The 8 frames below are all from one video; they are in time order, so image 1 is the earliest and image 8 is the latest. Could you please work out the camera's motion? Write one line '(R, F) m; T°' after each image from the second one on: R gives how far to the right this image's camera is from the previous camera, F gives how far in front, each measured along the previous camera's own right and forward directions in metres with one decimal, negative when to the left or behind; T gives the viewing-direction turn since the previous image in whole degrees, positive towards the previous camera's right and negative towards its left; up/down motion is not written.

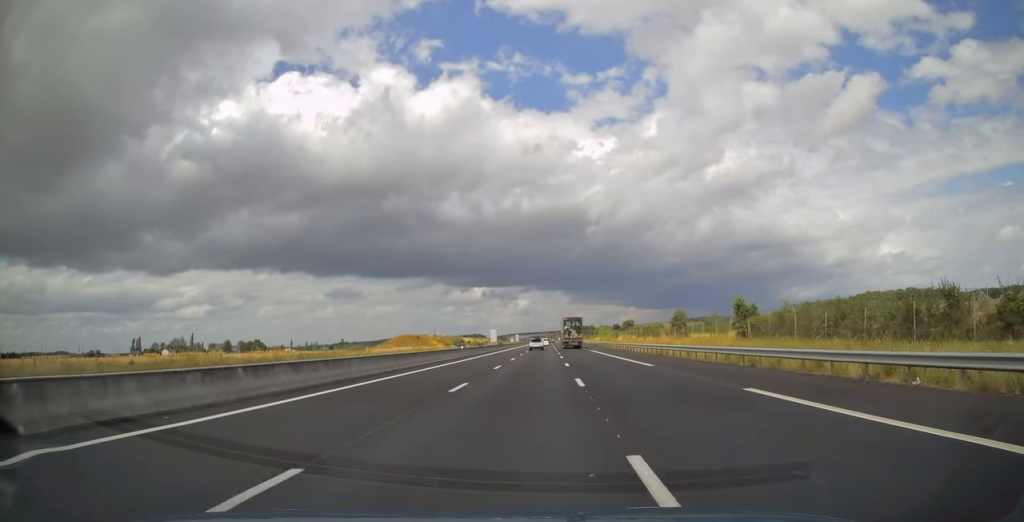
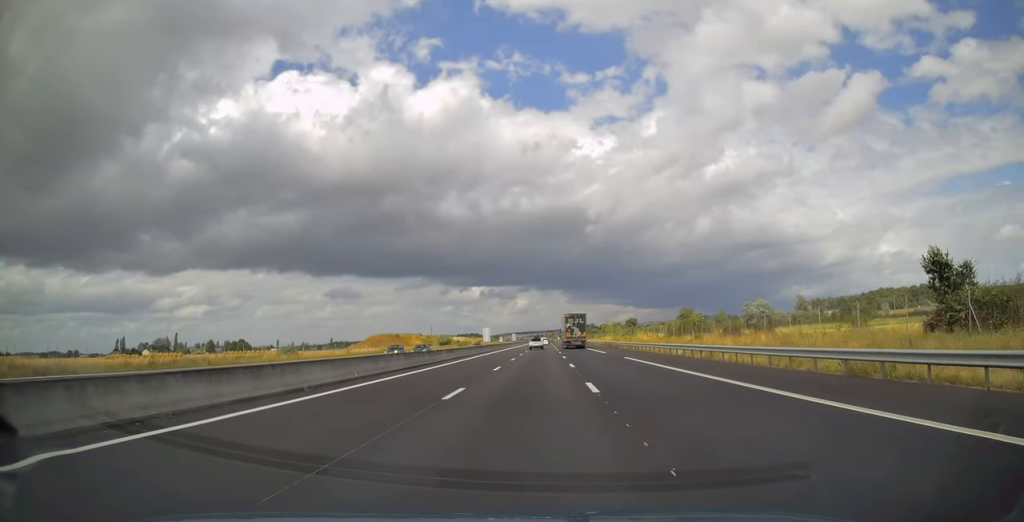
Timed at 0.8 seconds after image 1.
(+0.1, +28.2) m; 0°
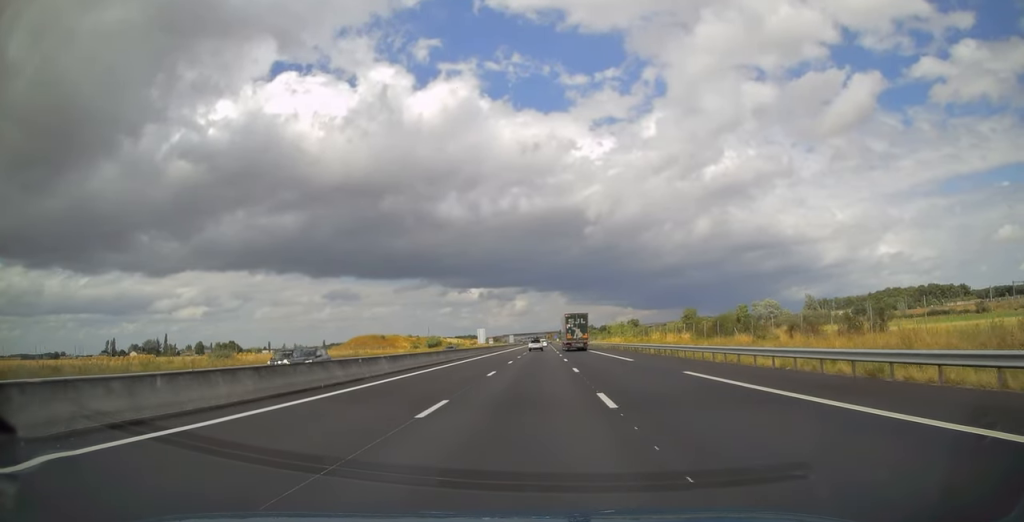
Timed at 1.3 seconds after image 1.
(0.0, +16.3) m; 0°
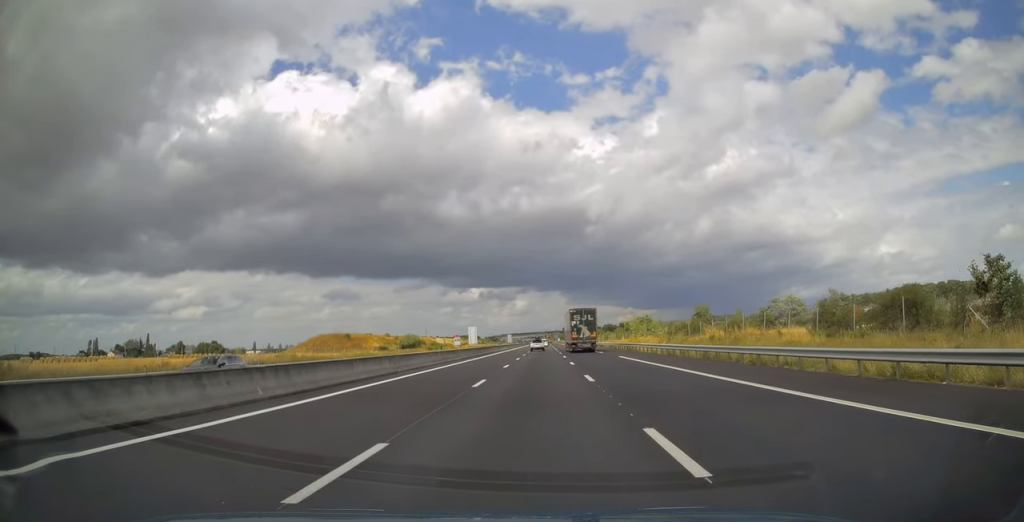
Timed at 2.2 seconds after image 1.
(0.0, +32.1) m; 0°
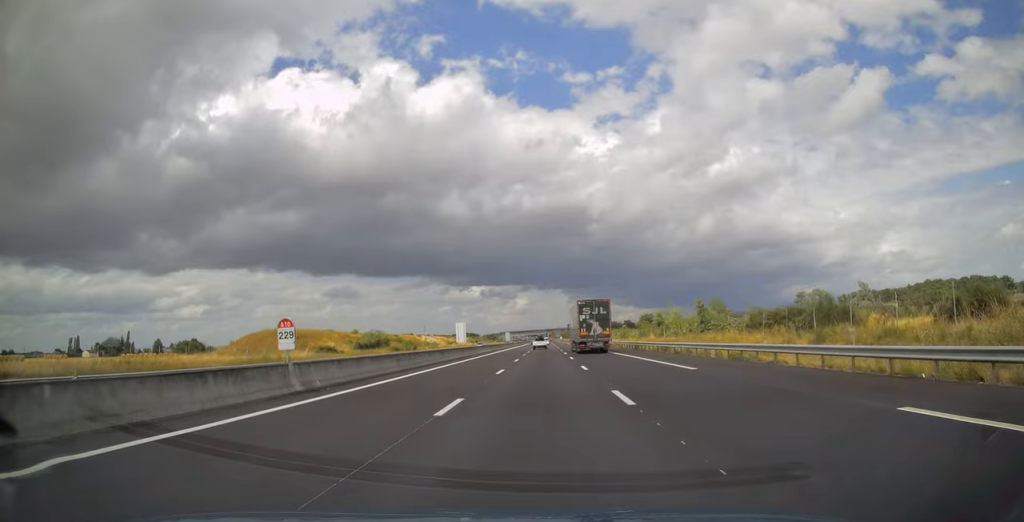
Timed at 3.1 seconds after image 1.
(0.0, +33.4) m; 0°
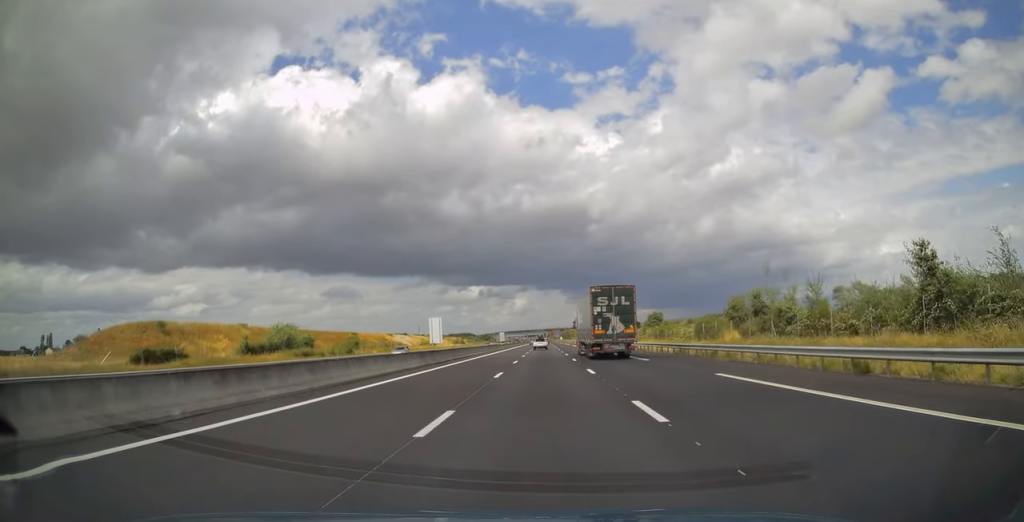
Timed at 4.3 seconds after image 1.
(+0.1, +41.6) m; 0°
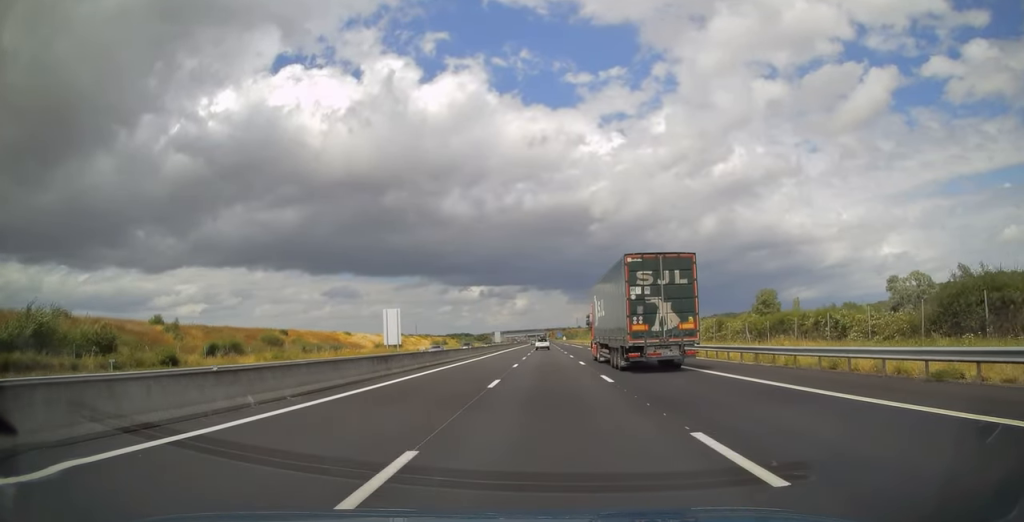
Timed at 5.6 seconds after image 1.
(0.0, +43.4) m; 0°
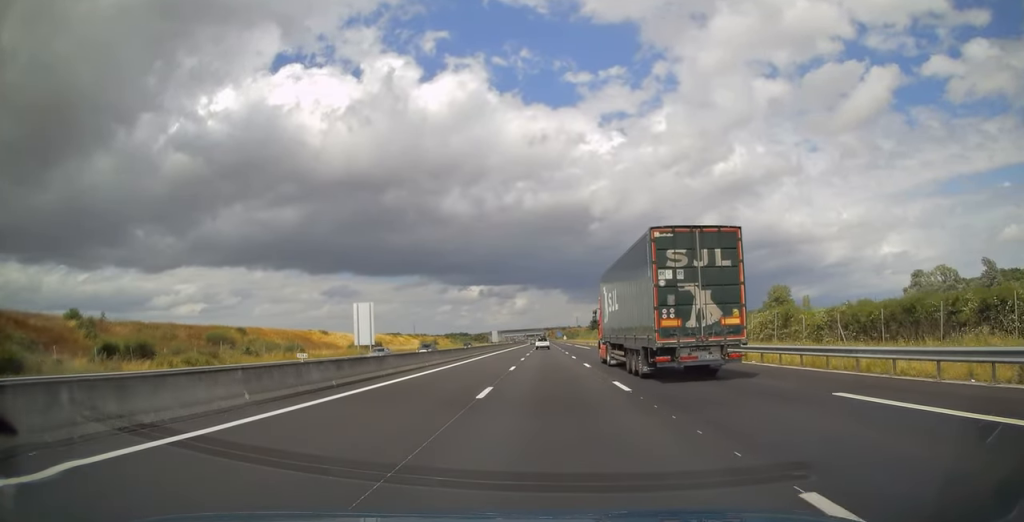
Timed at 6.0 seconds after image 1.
(0.0, +16.4) m; 0°
